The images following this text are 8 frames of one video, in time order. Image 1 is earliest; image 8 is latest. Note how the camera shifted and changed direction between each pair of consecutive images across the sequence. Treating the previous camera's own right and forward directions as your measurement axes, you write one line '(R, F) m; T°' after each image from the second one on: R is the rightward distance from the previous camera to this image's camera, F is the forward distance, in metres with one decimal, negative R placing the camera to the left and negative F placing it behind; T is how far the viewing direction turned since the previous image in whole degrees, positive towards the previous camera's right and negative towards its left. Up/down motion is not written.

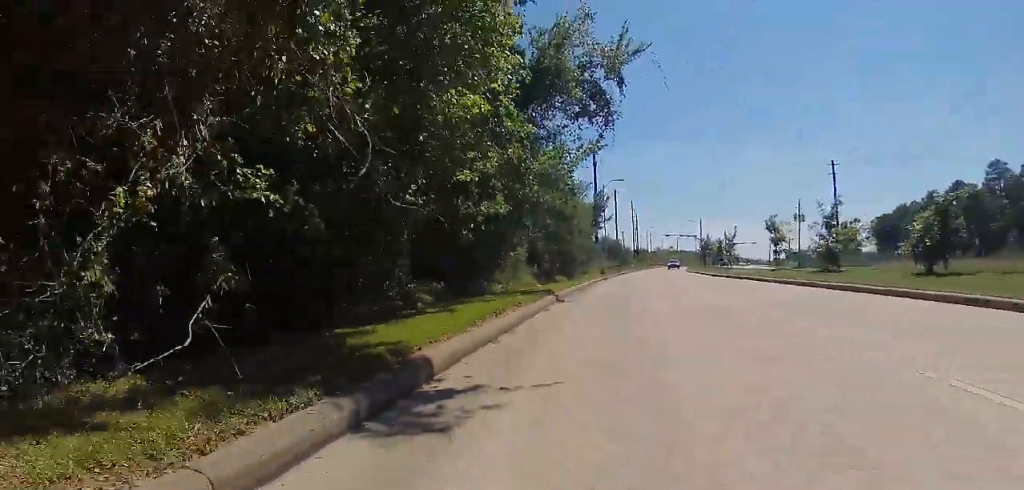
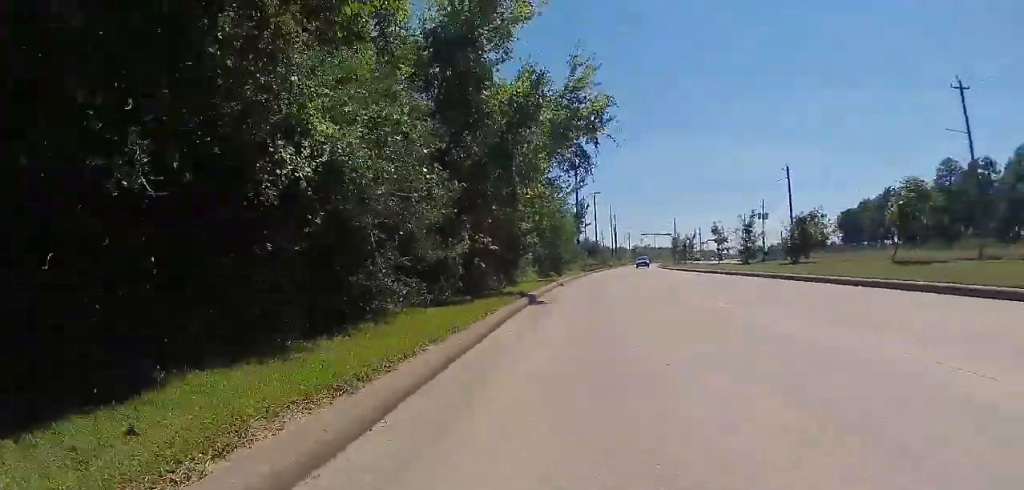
(-0.2, +9.6) m; +1°
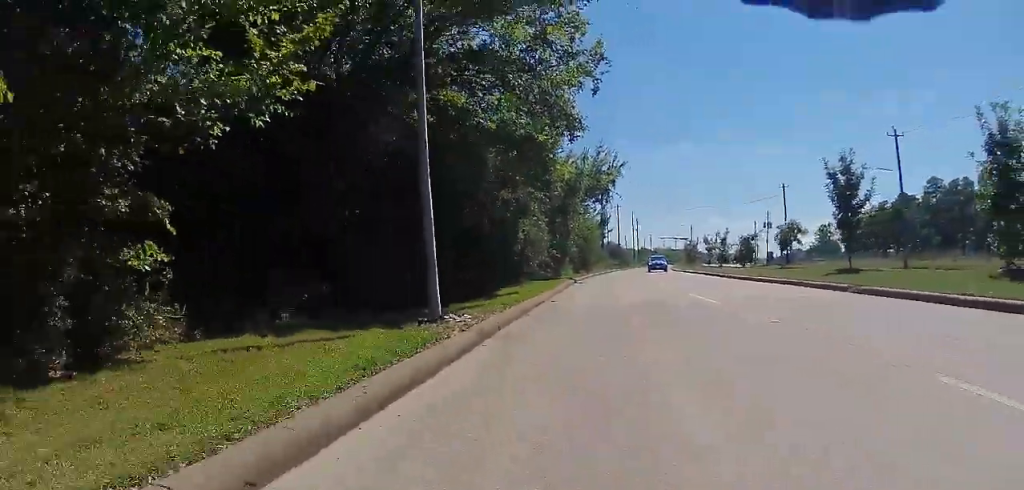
(-0.6, +13.5) m; -2°
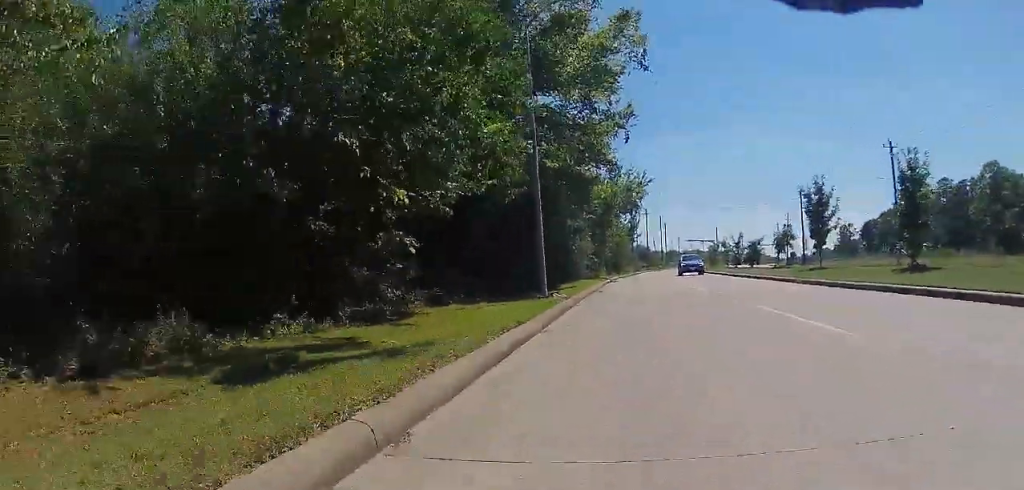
(+0.5, +6.6) m; +2°
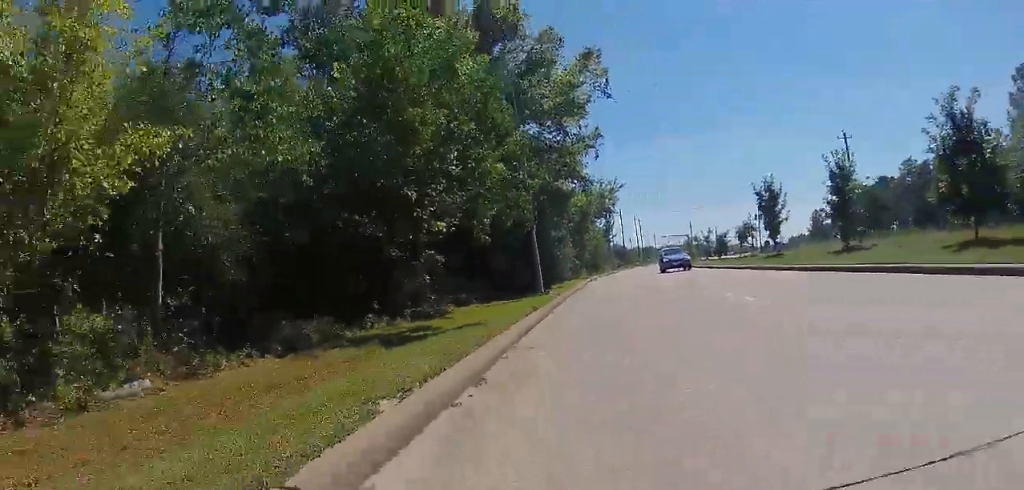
(0.0, +3.7) m; -1°
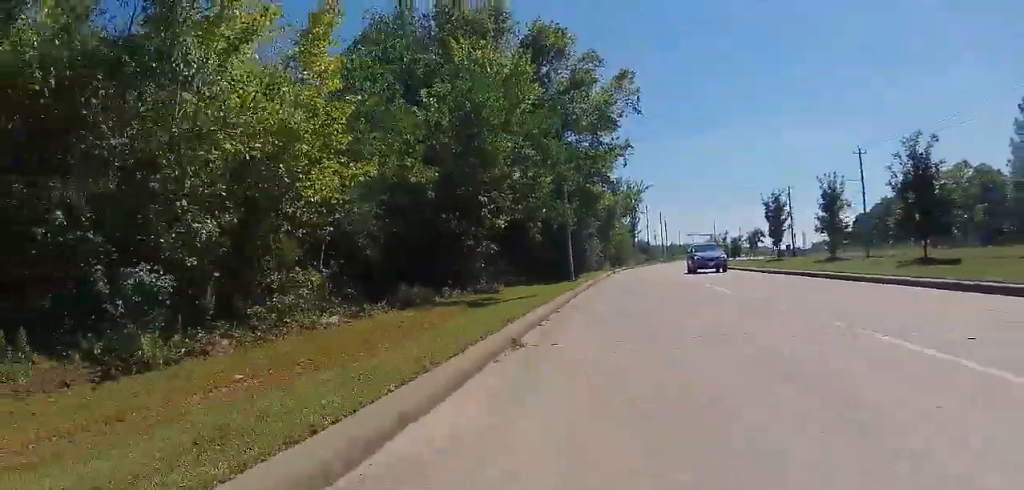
(-0.2, +3.9) m; -2°
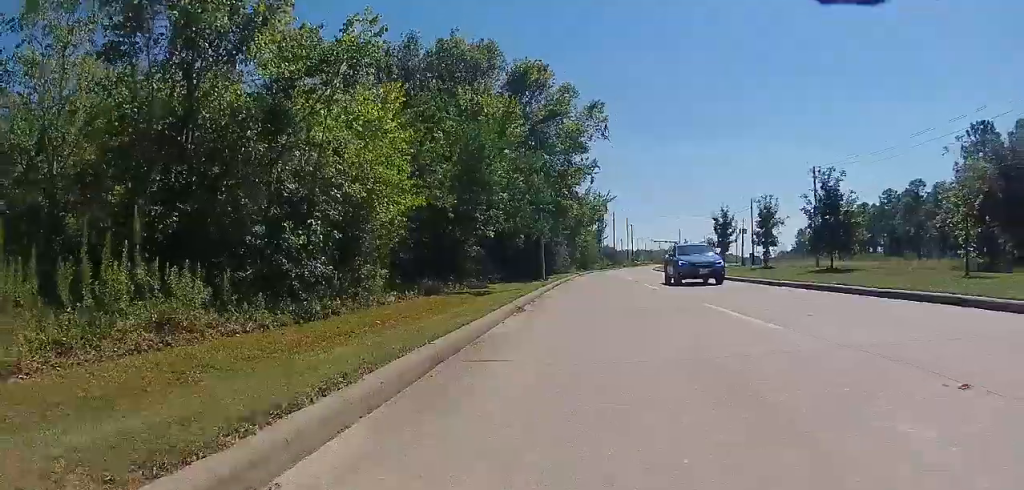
(0.0, +4.7) m; 0°
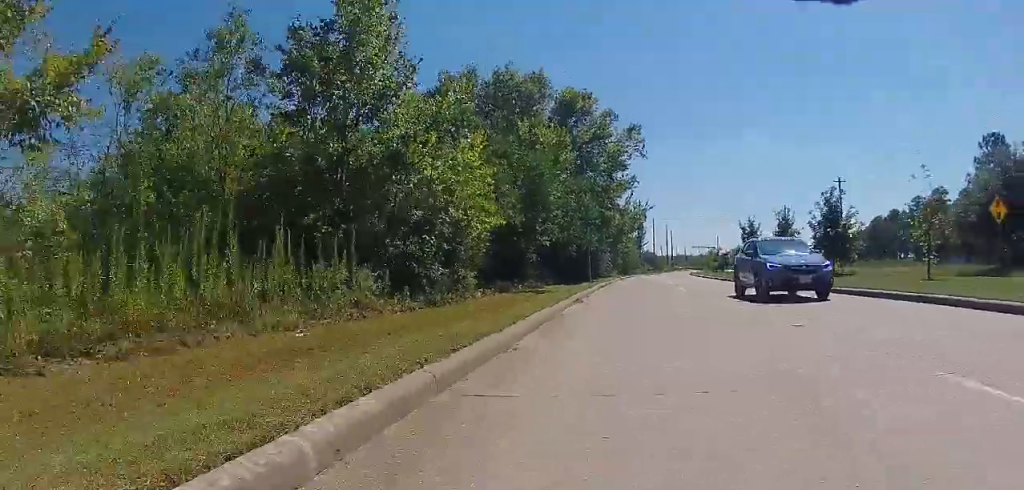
(0.0, +4.4) m; 0°
